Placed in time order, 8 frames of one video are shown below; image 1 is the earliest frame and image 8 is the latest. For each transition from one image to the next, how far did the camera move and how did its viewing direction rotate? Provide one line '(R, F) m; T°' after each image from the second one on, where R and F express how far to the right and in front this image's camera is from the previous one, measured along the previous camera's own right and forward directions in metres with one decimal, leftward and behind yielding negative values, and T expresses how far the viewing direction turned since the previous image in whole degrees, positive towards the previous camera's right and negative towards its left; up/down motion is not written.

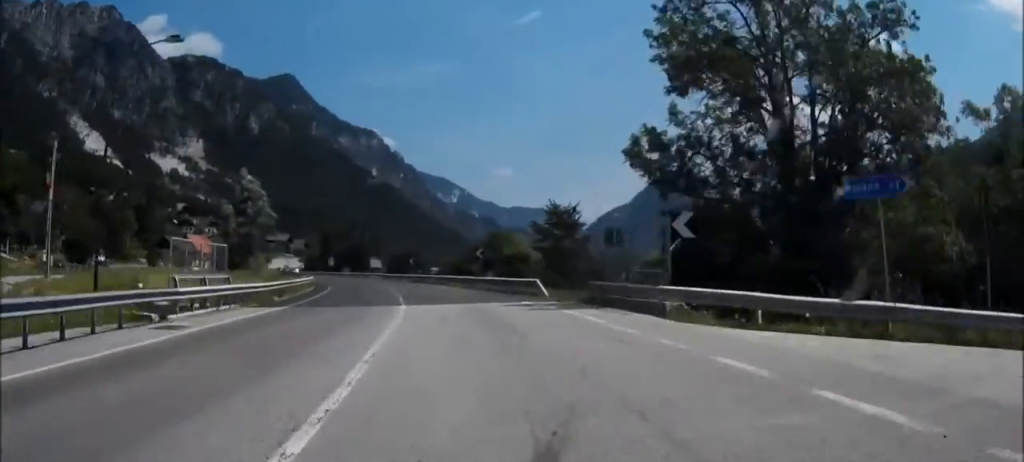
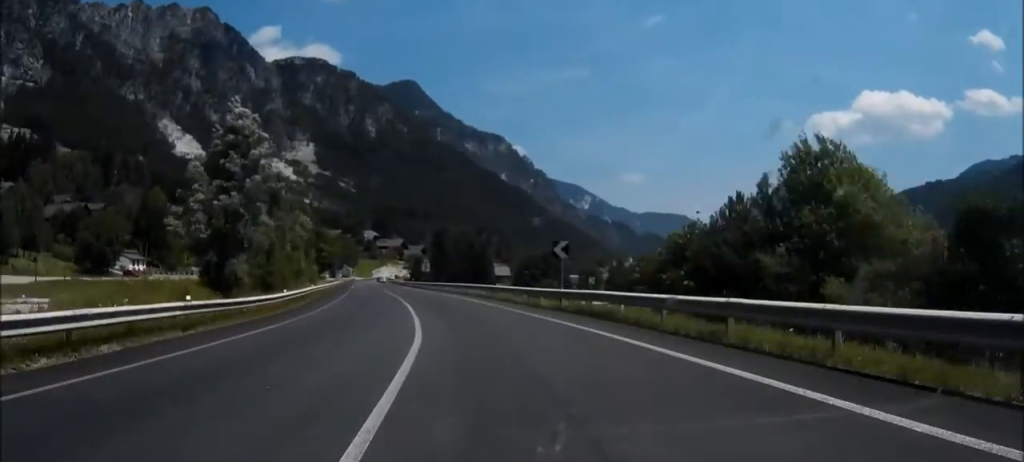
(-4.4, +50.2) m; -9°
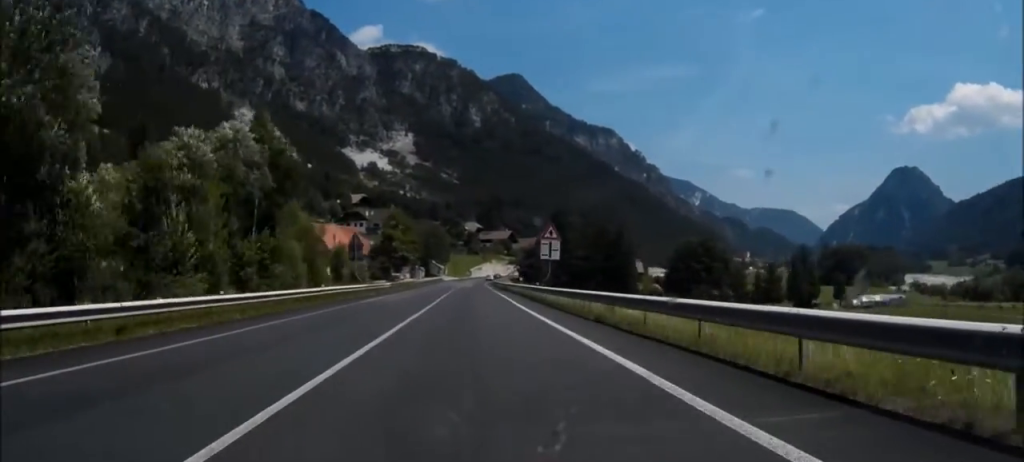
(-4.2, +58.1) m; -5°
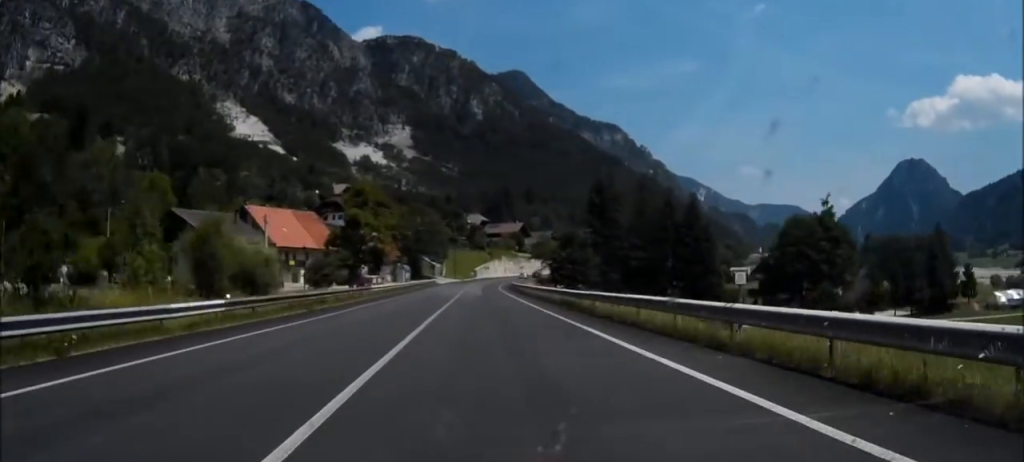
(-0.8, +47.2) m; 0°
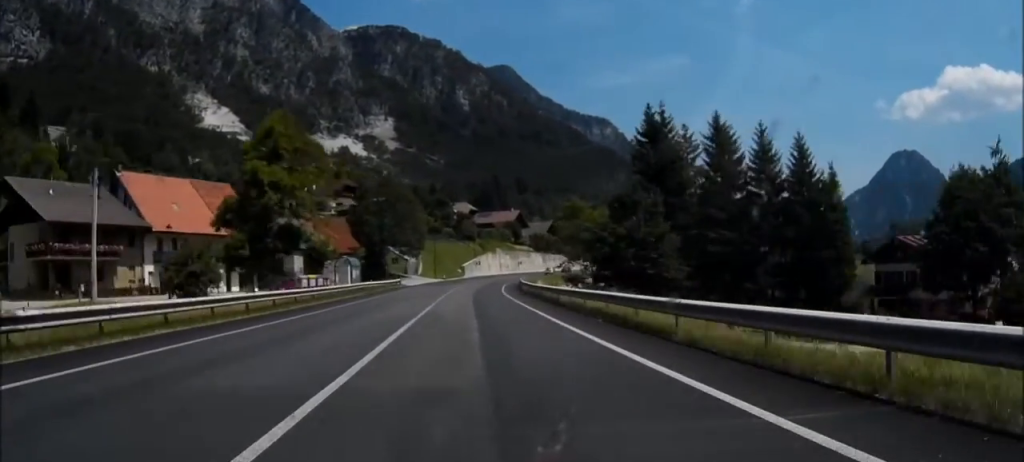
(+0.3, +38.8) m; +1°
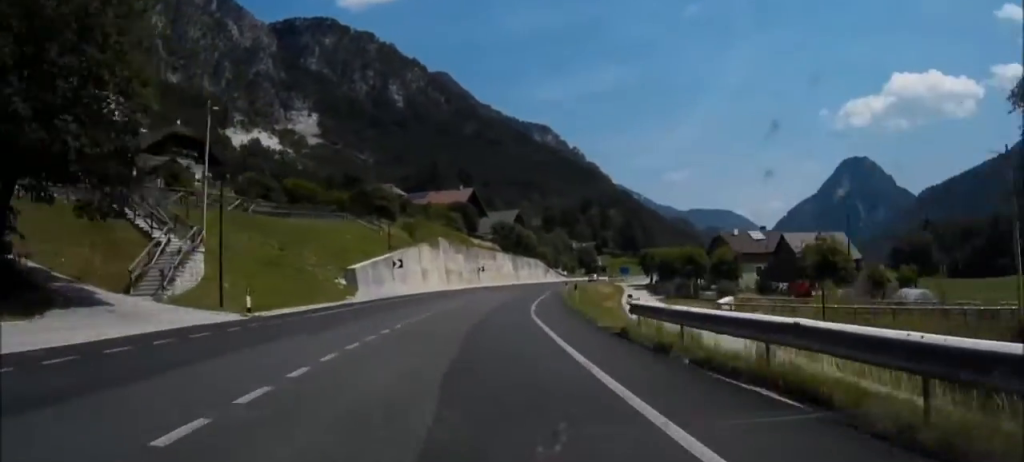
(+3.1, +77.3) m; +7°
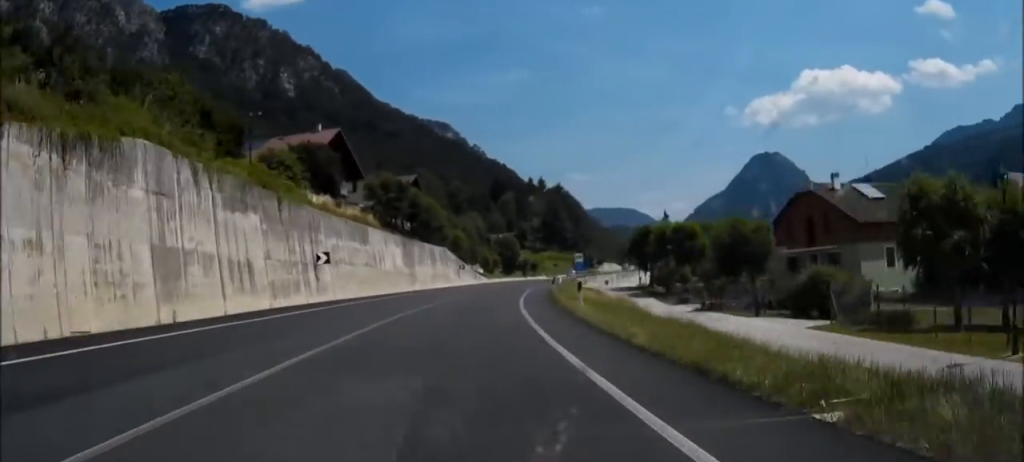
(+3.3, +53.6) m; +7°
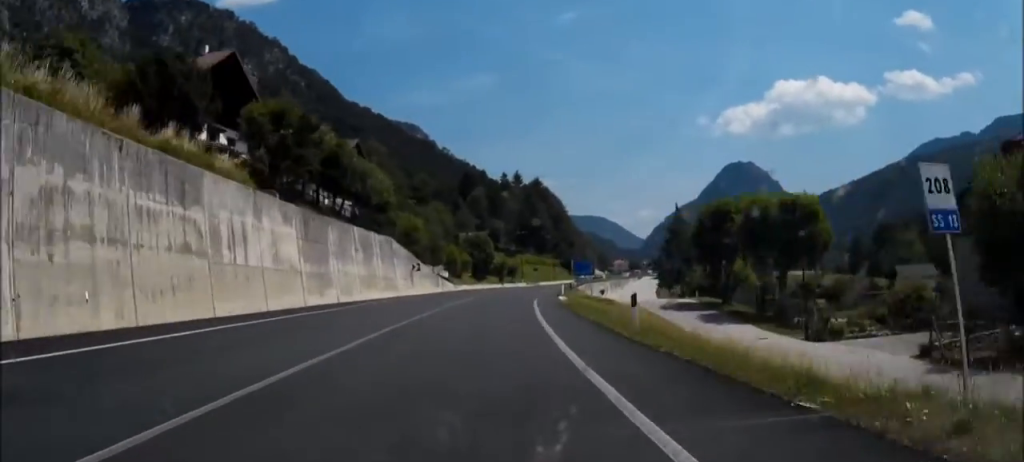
(+0.5, +28.6) m; +4°
